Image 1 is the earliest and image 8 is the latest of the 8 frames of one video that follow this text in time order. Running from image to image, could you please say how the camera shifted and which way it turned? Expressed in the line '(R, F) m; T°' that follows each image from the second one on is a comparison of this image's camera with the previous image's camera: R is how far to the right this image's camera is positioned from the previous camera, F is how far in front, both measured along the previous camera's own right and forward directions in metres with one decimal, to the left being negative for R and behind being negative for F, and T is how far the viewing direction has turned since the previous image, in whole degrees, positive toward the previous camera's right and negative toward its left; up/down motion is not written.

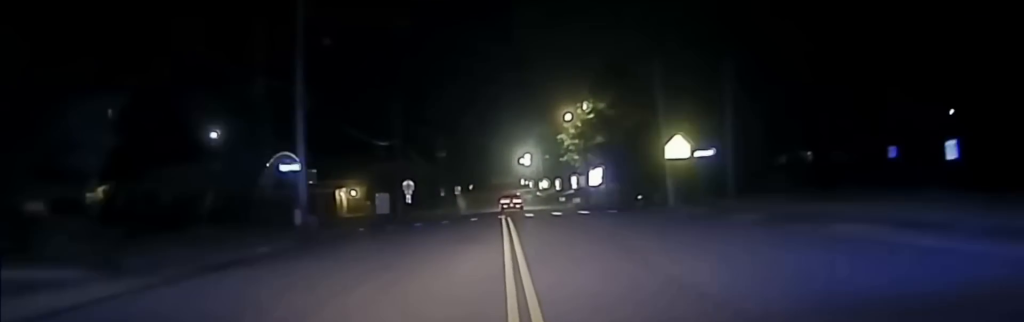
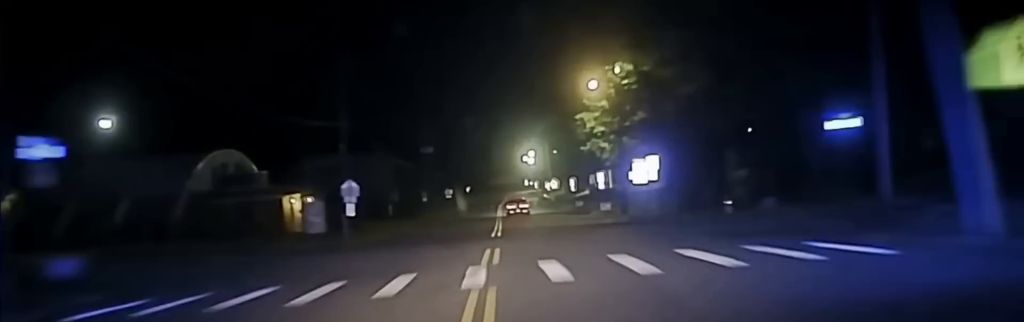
(-0.4, +31.3) m; -1°
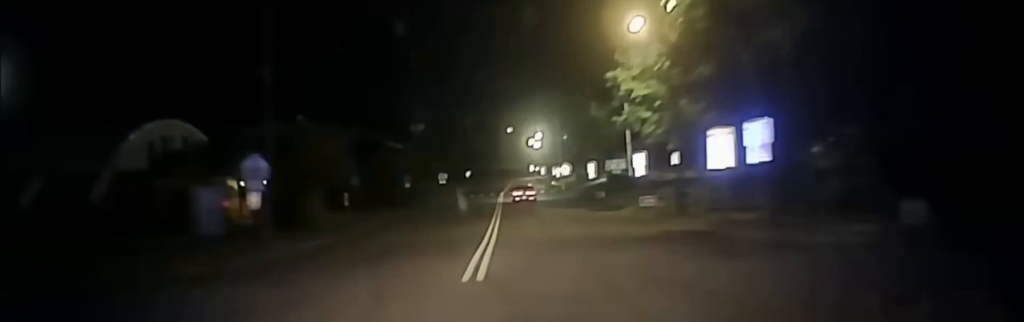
(-0.1, +16.7) m; 0°
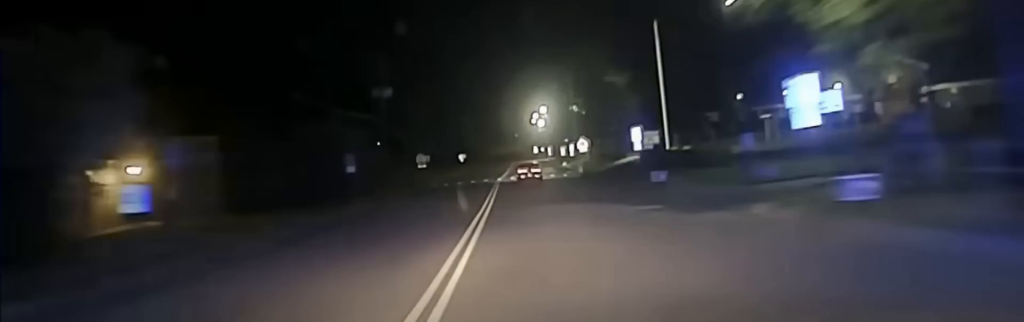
(-0.3, +26.7) m; 0°
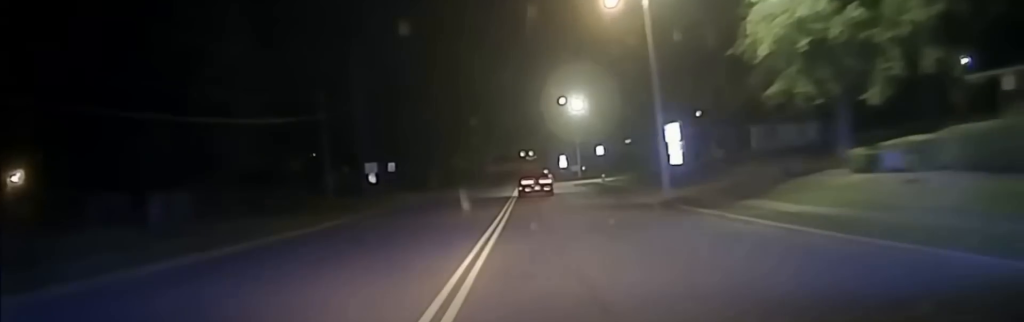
(+1.1, +100.9) m; +1°
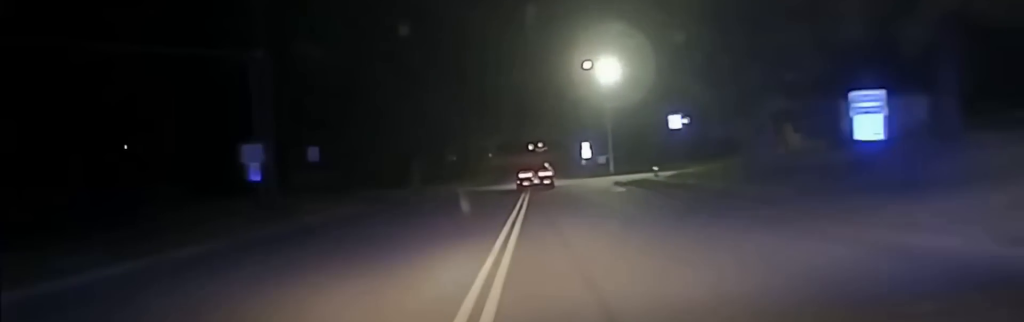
(0.0, +21.8) m; 0°
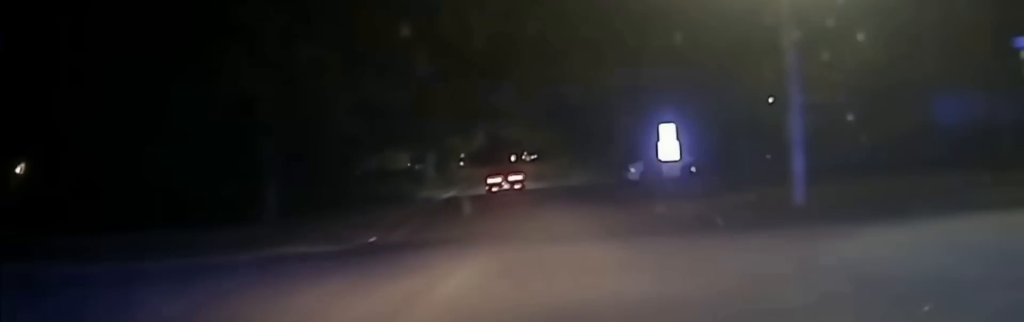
(-0.1, +42.2) m; 0°
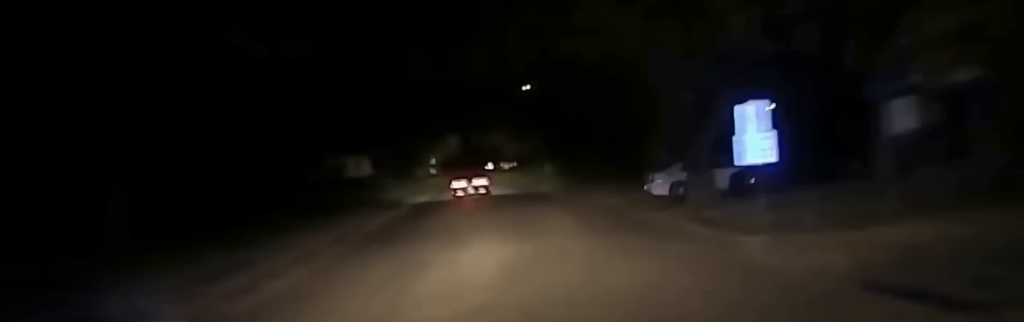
(0.0, +15.5) m; 0°
